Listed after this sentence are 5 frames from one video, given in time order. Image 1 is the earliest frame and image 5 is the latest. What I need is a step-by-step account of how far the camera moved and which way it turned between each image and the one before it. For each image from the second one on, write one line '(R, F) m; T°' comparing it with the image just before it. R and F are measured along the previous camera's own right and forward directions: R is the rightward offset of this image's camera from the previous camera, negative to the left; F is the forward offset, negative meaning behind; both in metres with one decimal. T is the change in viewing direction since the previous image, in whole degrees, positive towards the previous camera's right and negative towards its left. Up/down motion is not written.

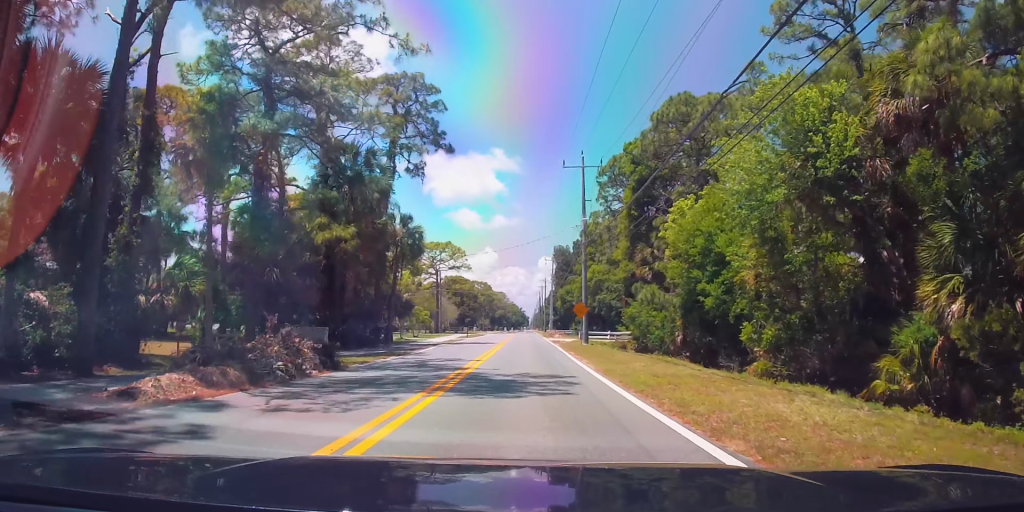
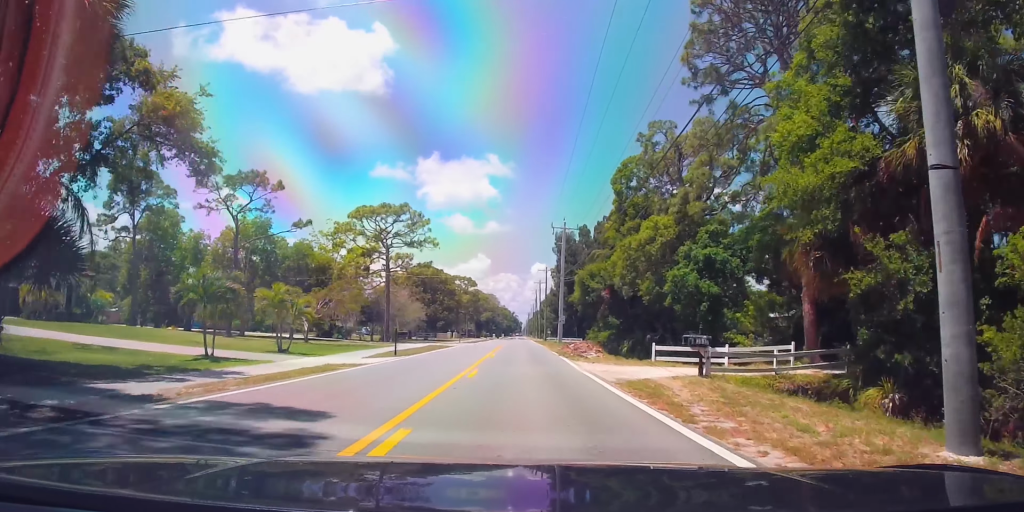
(+0.3, +37.1) m; +1°
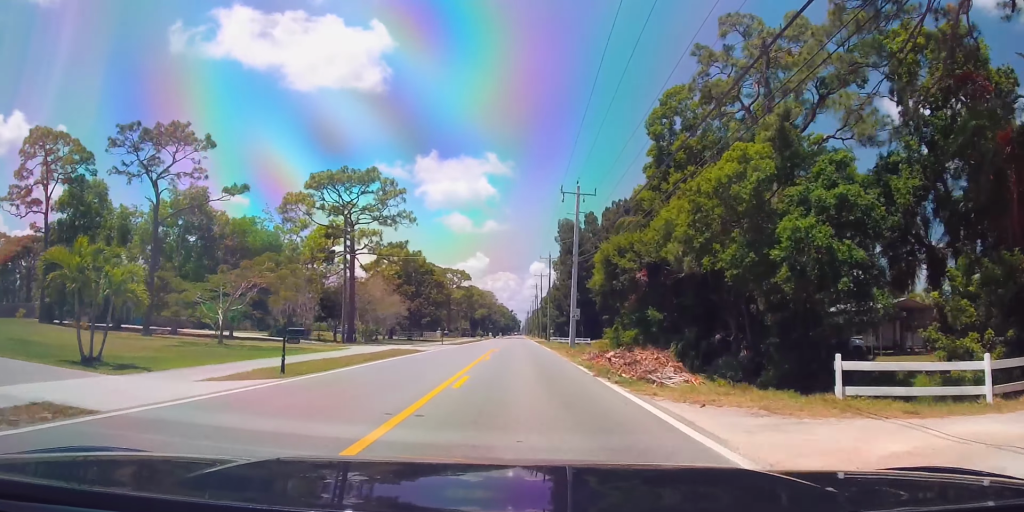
(-0.3, +15.5) m; -1°
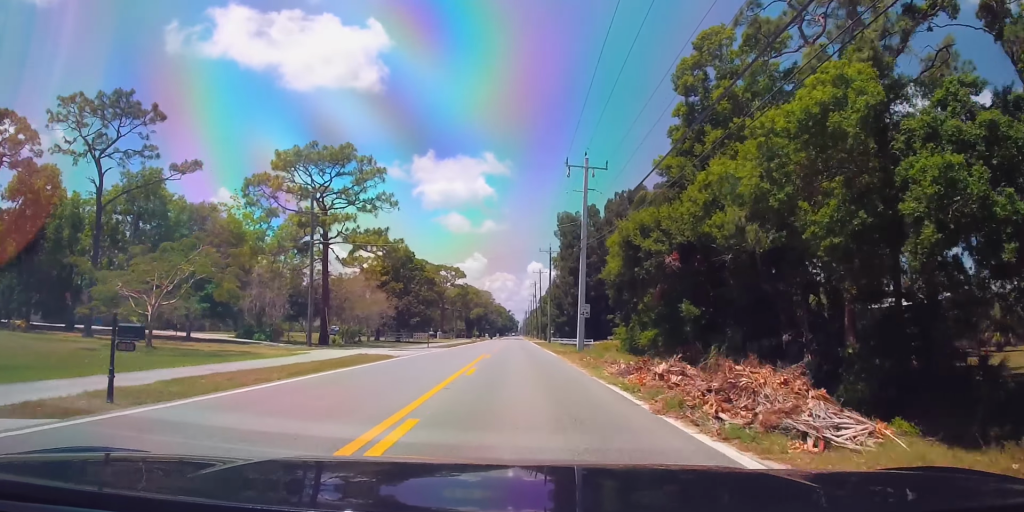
(-0.2, +7.6) m; 0°
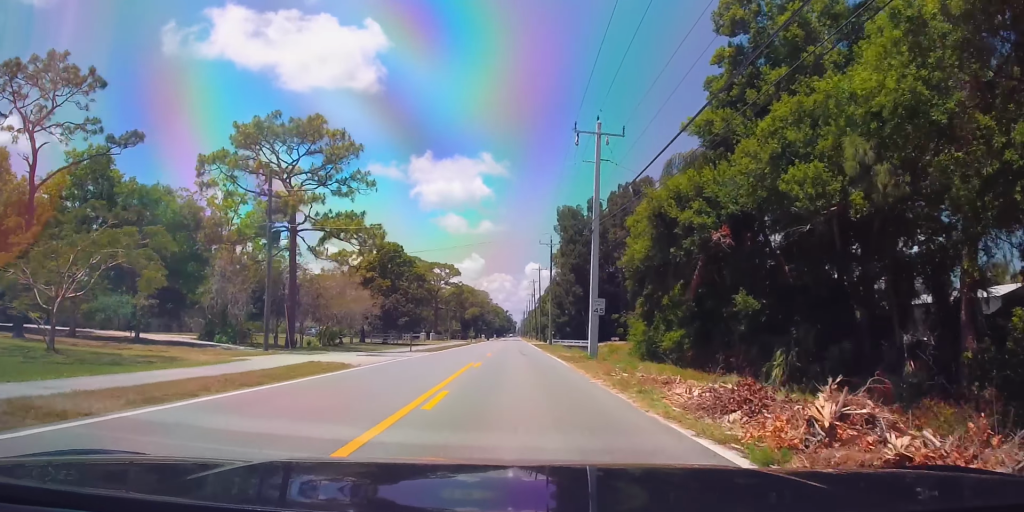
(+0.2, +7.2) m; +1°
